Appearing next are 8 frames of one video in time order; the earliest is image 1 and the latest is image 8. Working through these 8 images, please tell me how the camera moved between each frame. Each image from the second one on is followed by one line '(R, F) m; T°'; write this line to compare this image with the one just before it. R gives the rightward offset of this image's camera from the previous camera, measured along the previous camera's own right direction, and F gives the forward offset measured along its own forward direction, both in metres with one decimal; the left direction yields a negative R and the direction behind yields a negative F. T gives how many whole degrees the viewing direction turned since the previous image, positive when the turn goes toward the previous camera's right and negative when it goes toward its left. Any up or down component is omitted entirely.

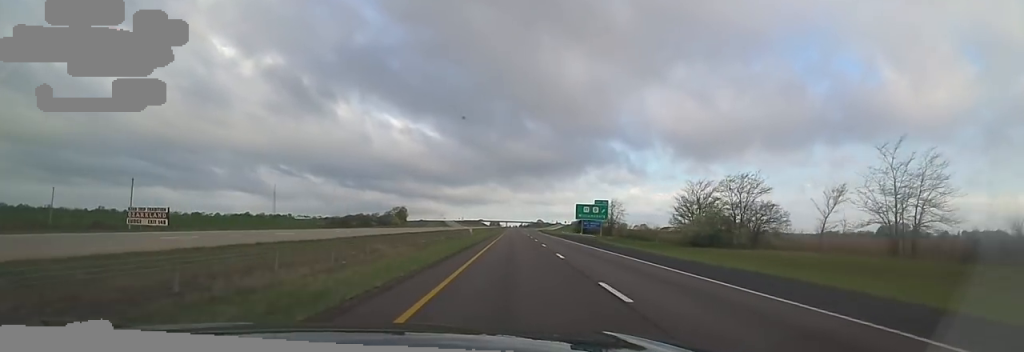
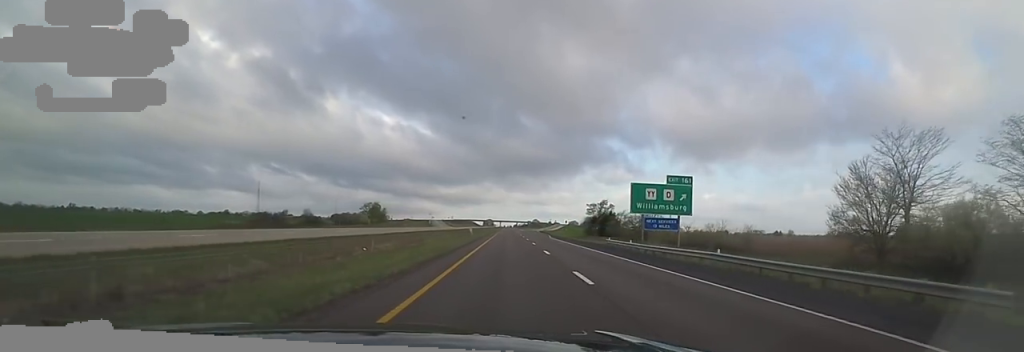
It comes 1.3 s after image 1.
(-0.8, +46.5) m; +1°
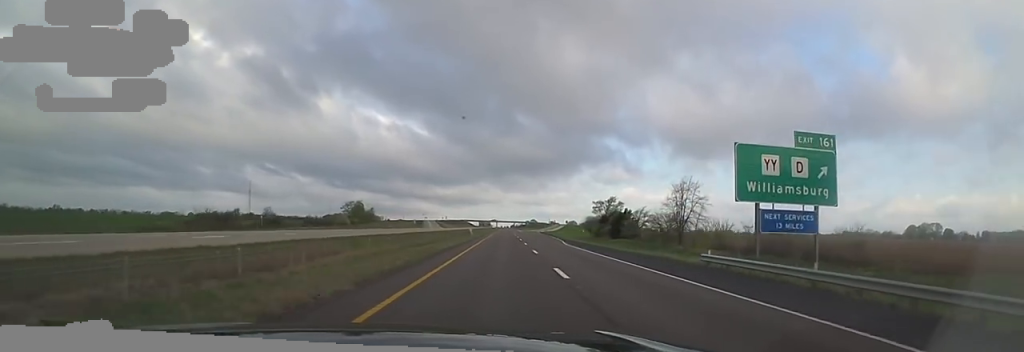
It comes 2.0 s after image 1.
(+0.8, +23.1) m; 0°
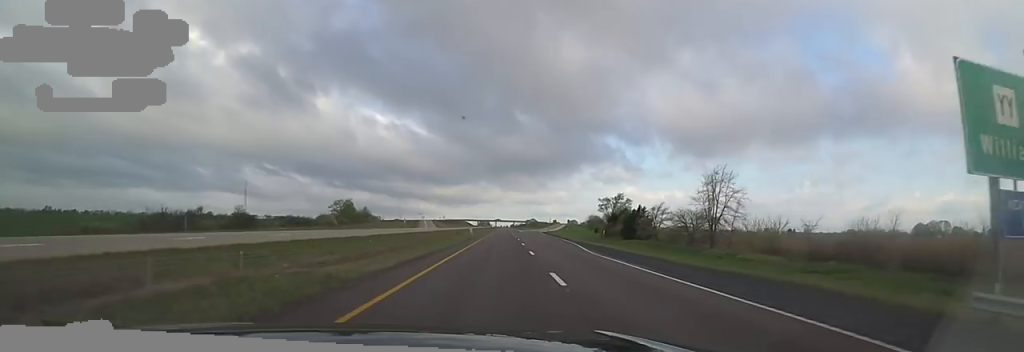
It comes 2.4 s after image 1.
(+0.6, +13.9) m; 0°
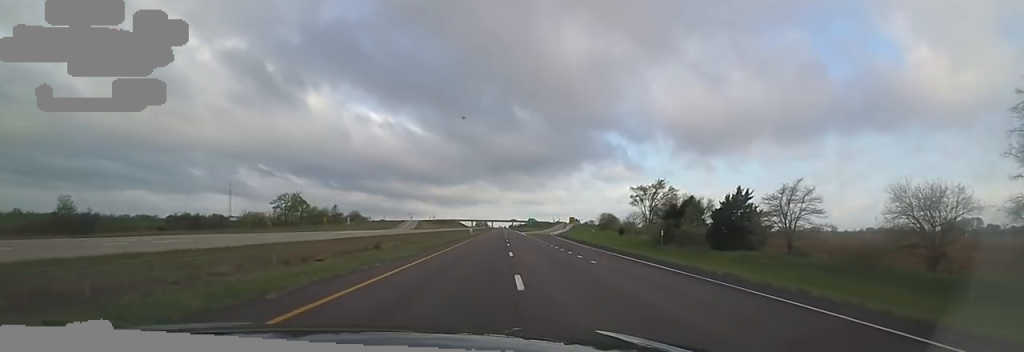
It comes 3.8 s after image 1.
(-0.7, +49.3) m; 0°
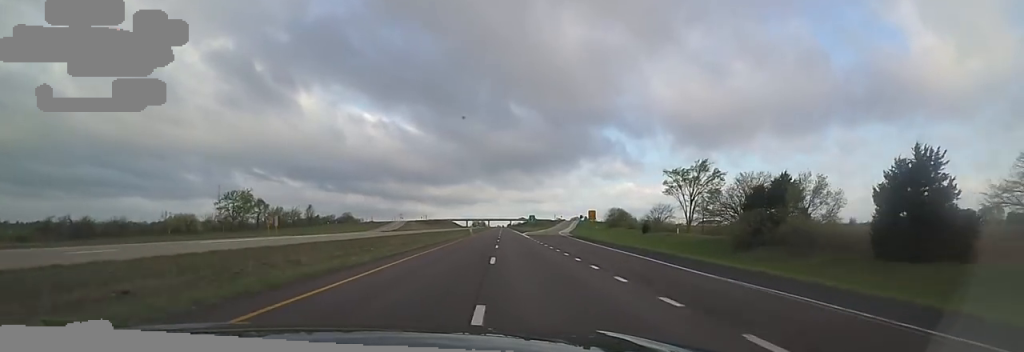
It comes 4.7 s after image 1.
(+0.4, +29.7) m; 0°
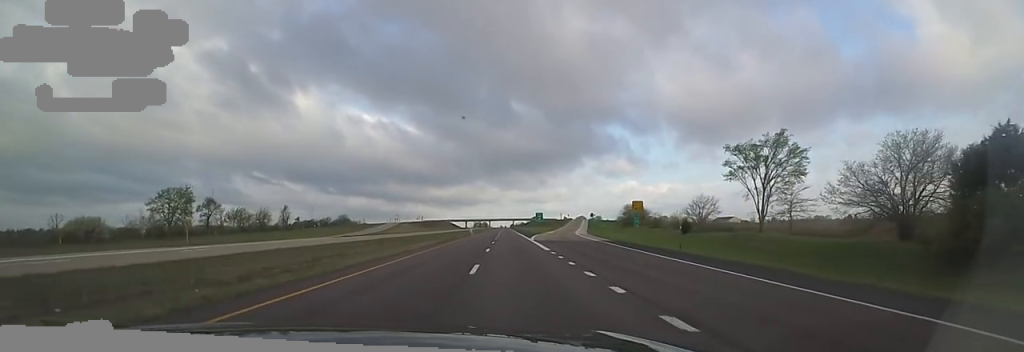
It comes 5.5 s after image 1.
(-0.9, +27.5) m; 0°
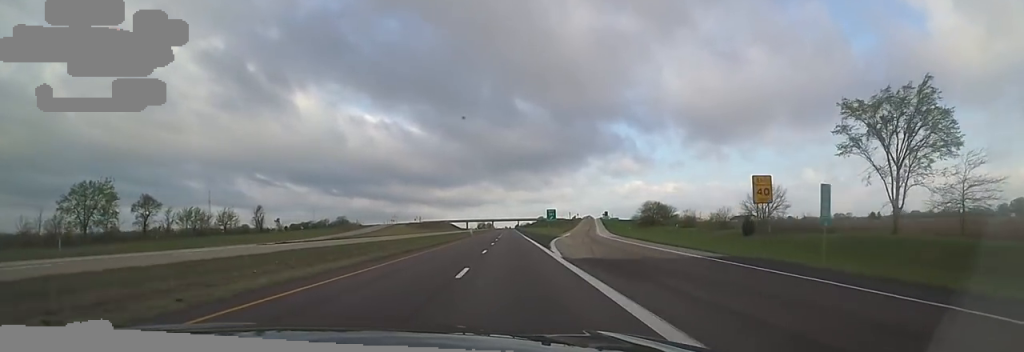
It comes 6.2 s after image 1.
(+1.1, +25.4) m; 0°
